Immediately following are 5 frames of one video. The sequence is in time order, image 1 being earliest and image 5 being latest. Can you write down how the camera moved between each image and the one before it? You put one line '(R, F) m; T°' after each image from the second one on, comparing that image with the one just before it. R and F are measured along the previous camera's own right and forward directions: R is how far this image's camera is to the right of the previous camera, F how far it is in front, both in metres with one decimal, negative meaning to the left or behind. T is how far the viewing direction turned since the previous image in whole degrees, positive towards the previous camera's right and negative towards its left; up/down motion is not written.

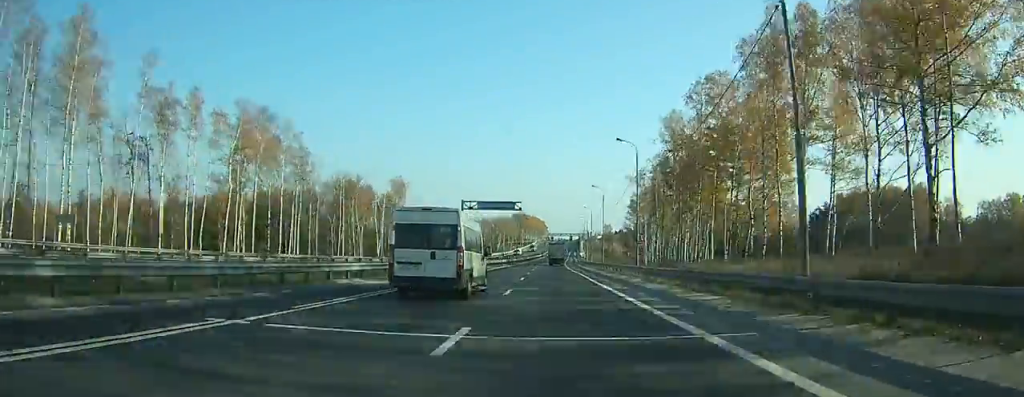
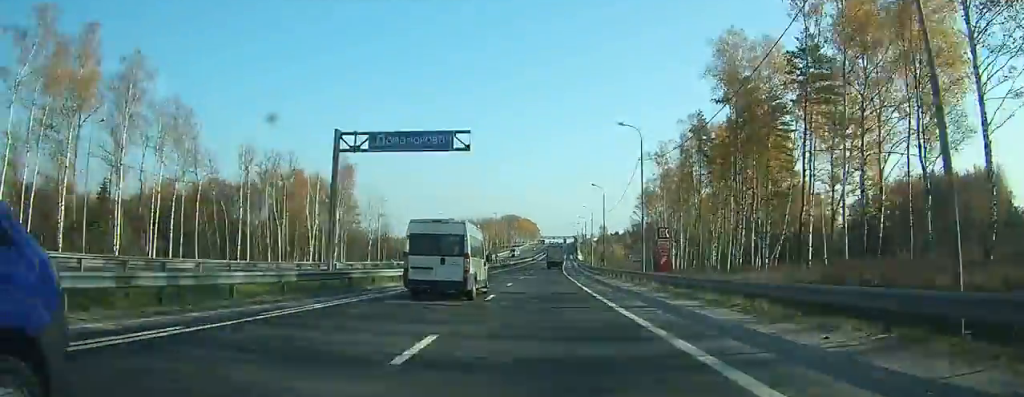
(0.0, +34.5) m; 0°
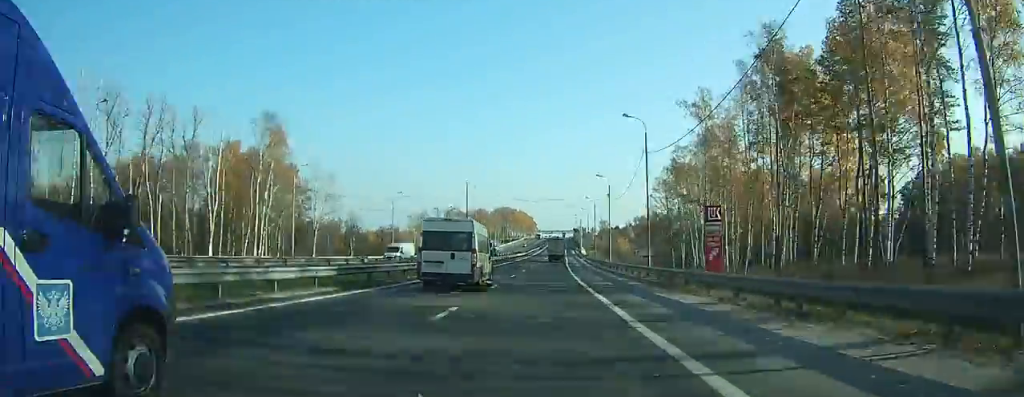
(0.0, +30.2) m; 0°
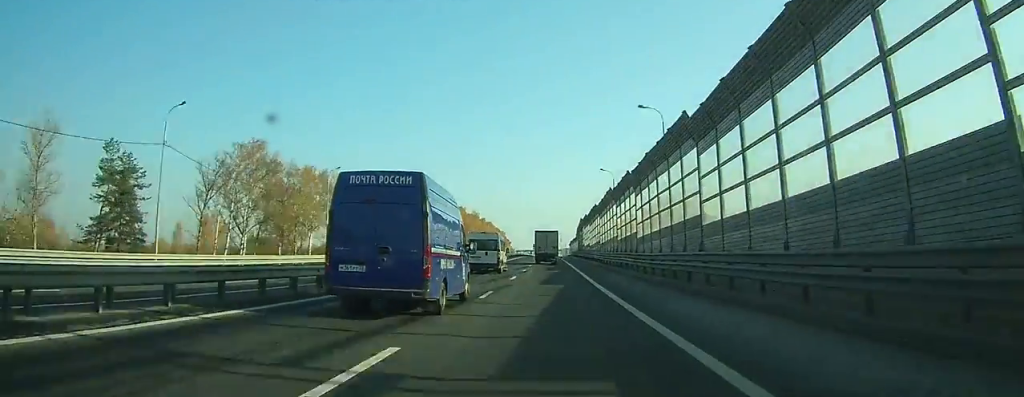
(+5.9, +207.4) m; +3°
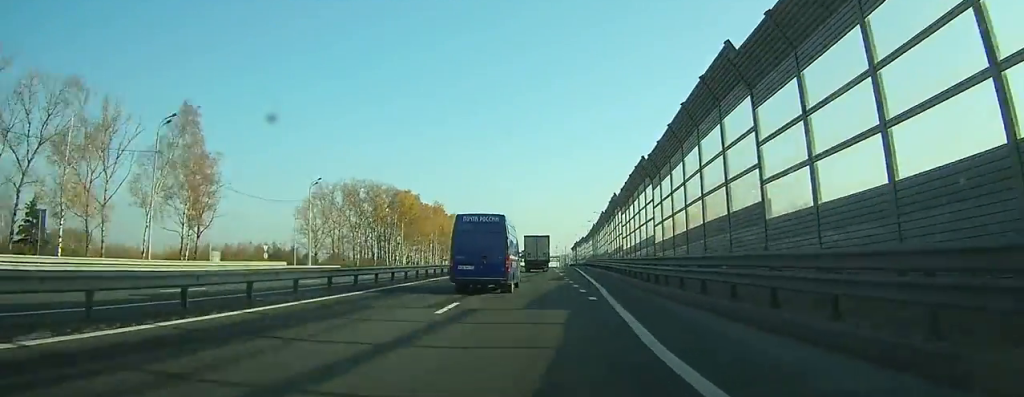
(+0.4, +92.7) m; 0°
